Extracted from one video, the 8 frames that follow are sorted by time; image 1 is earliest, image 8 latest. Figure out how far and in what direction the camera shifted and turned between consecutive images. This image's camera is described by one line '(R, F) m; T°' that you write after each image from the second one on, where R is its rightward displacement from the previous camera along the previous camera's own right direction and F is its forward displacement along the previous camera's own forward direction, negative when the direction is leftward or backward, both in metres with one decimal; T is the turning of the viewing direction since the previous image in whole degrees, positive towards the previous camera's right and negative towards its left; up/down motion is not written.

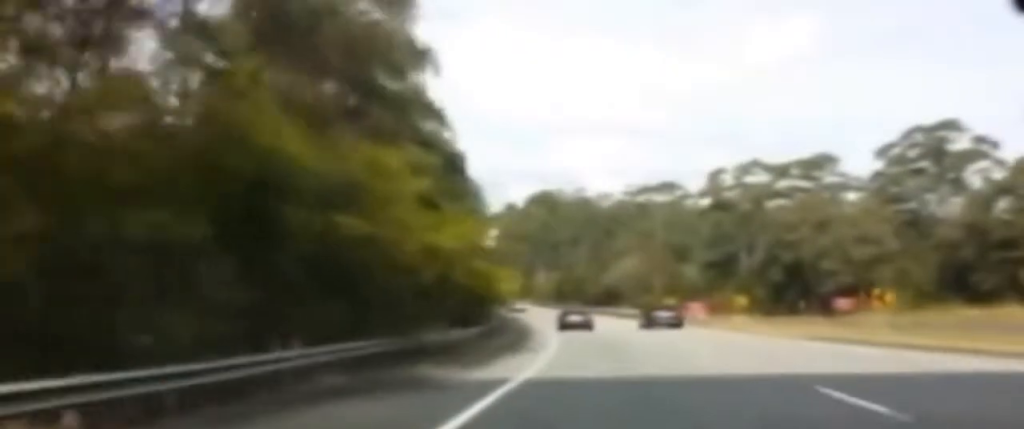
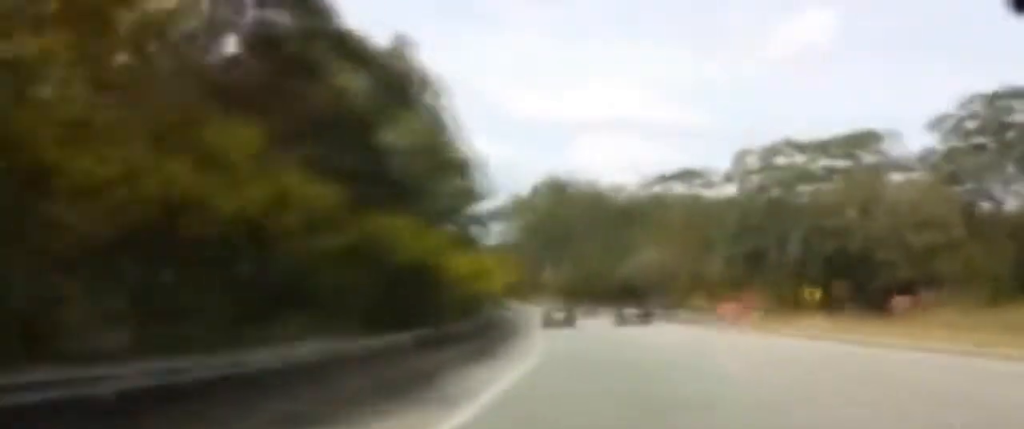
(-0.2, +18.1) m; -1°
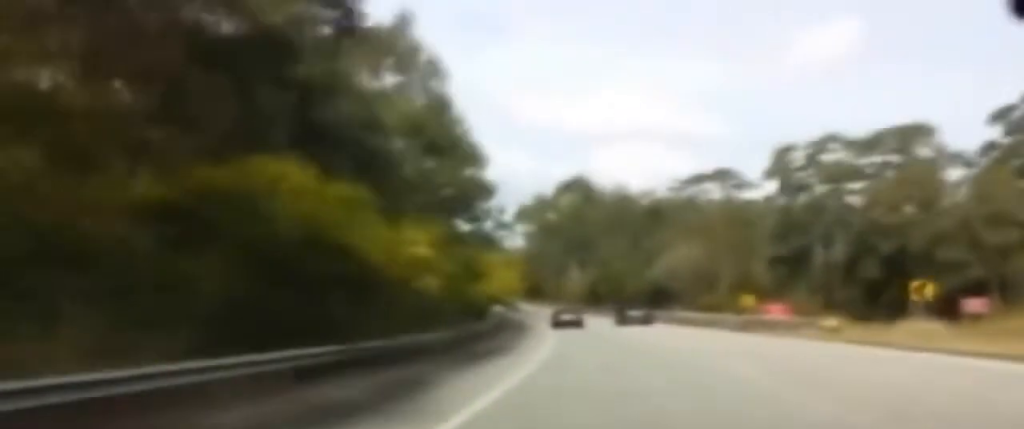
(0.0, +11.1) m; -1°
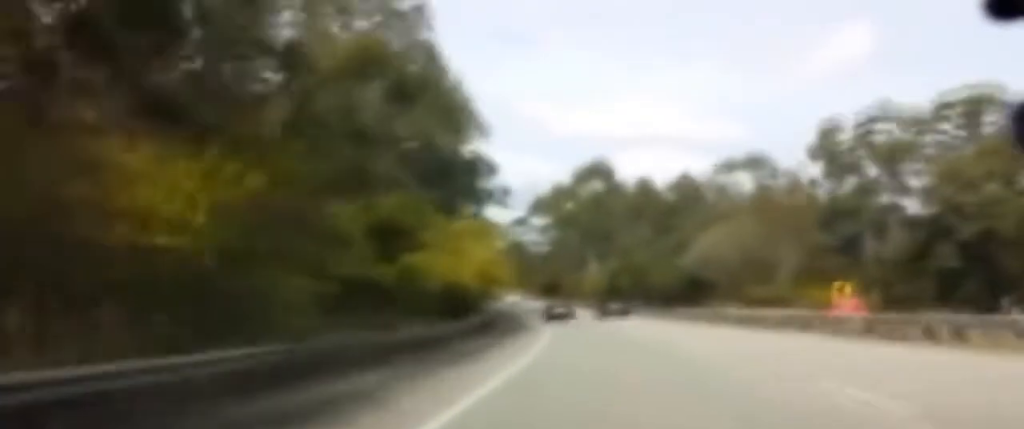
(-0.2, +19.9) m; -2°
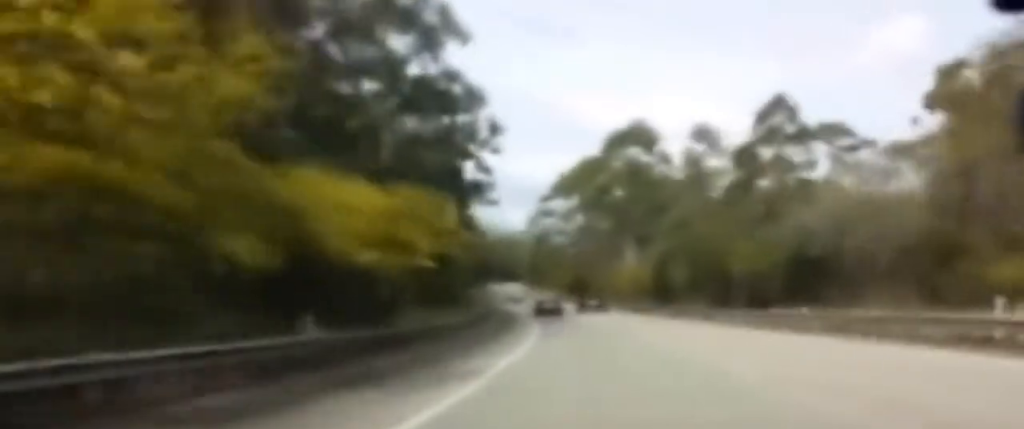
(-1.2, +28.2) m; -4°
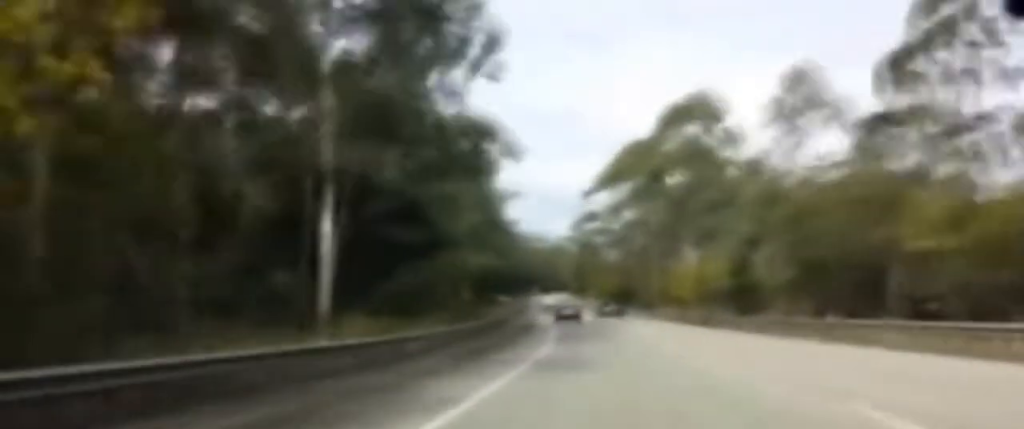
(-0.4, +21.0) m; -1°
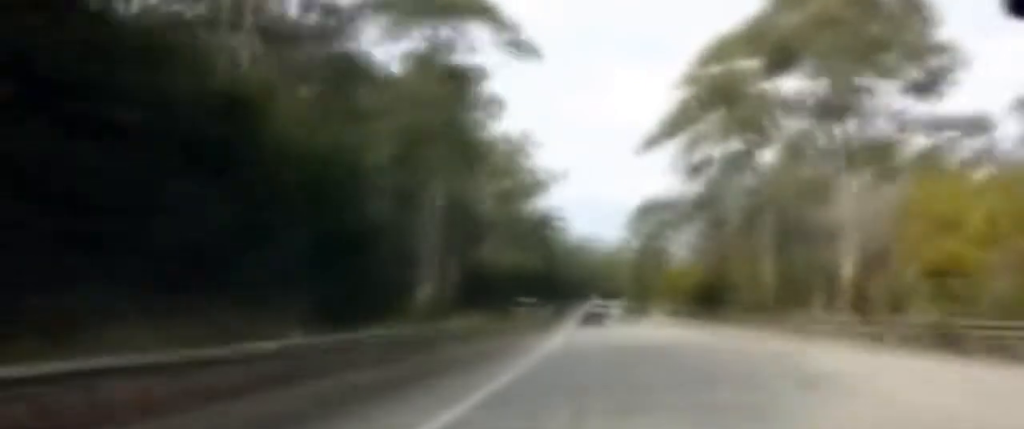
(-0.5, +42.3) m; -1°
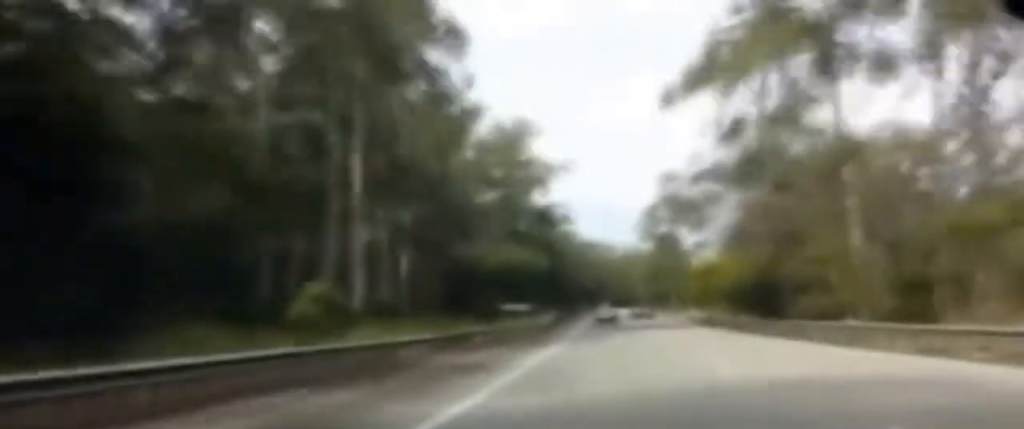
(0.0, +19.7) m; 0°
